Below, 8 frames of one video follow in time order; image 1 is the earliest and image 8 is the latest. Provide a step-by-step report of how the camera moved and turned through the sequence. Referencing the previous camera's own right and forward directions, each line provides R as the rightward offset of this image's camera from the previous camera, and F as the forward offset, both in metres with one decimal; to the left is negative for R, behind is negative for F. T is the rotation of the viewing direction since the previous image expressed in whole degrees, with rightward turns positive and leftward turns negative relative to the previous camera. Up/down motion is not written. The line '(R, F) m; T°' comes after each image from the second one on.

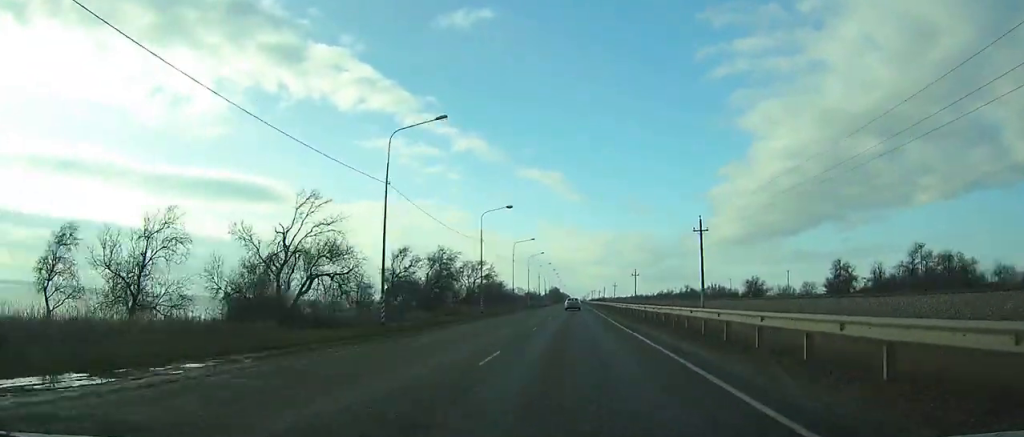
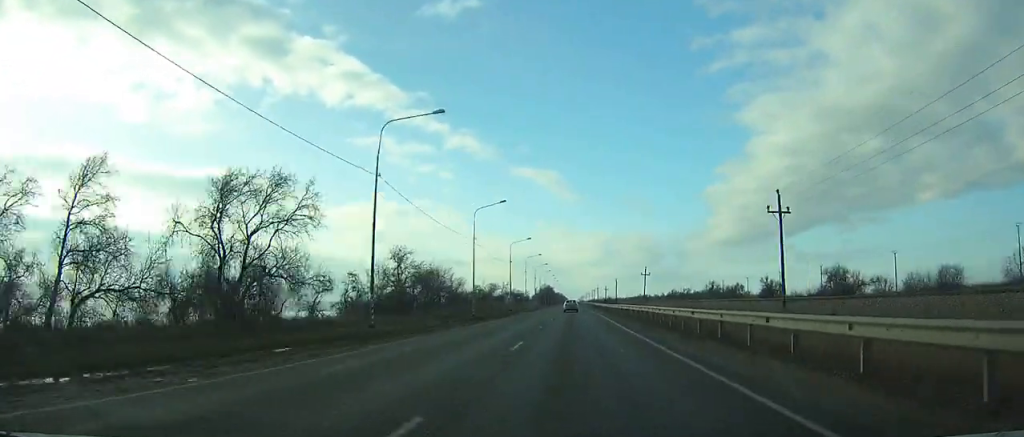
(-3.4, +69.7) m; -1°
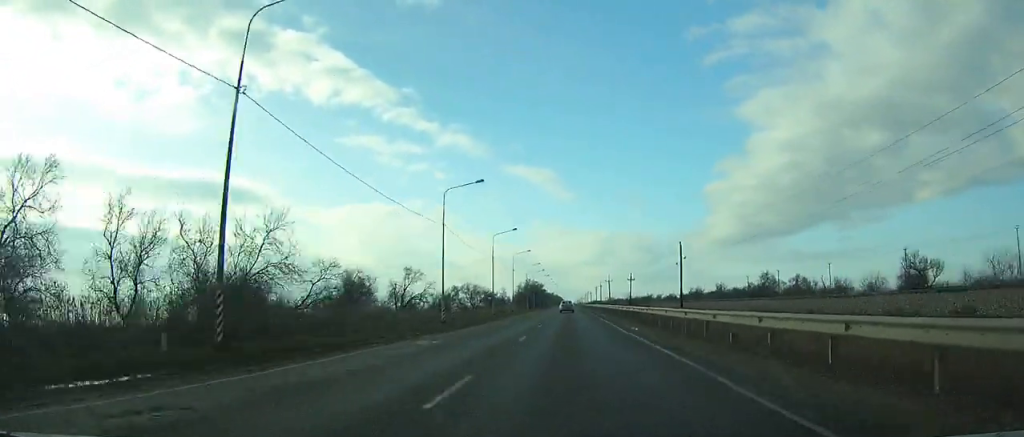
(+2.6, +82.3) m; +1°
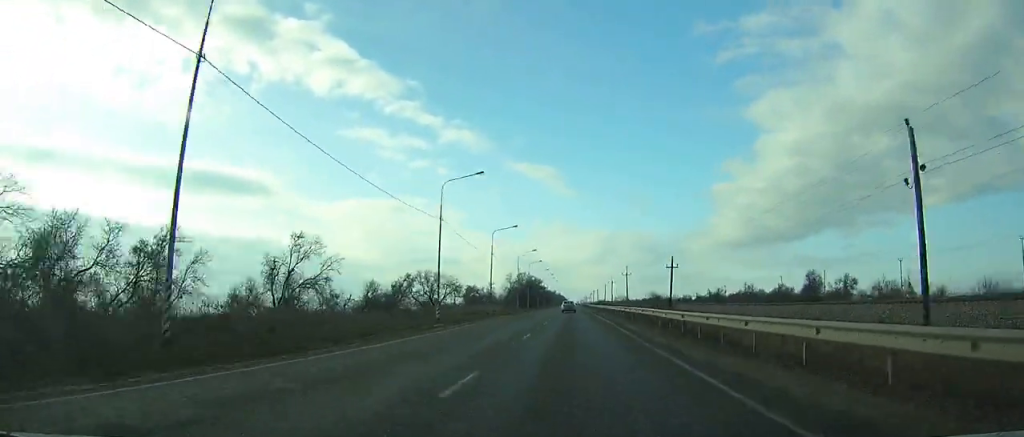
(0.0, +35.5) m; -2°
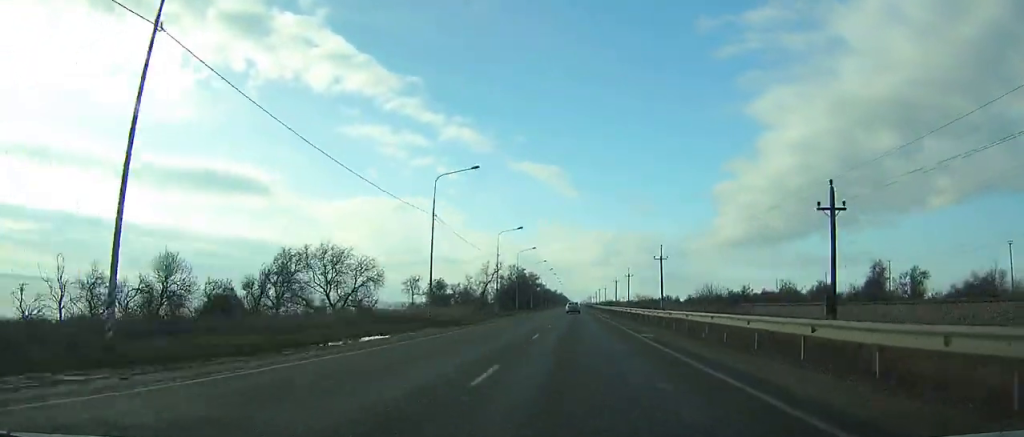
(+0.1, +35.5) m; -1°
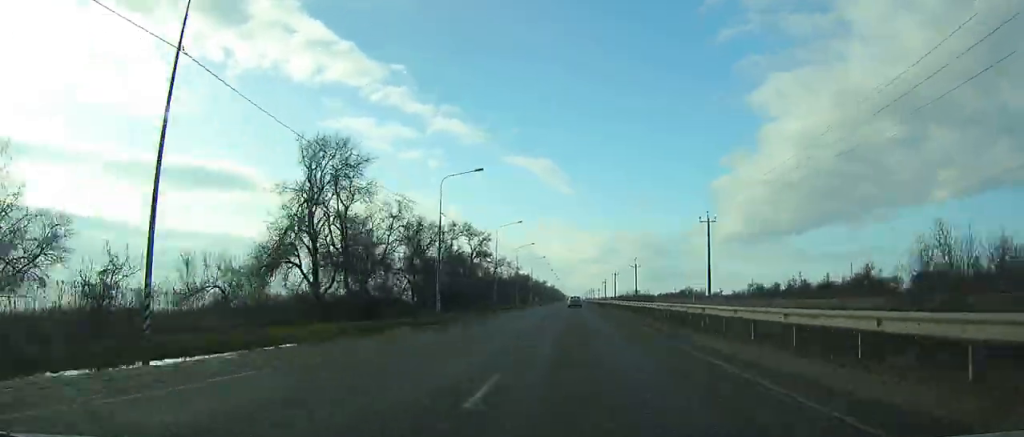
(+1.1, +98.0) m; +4°
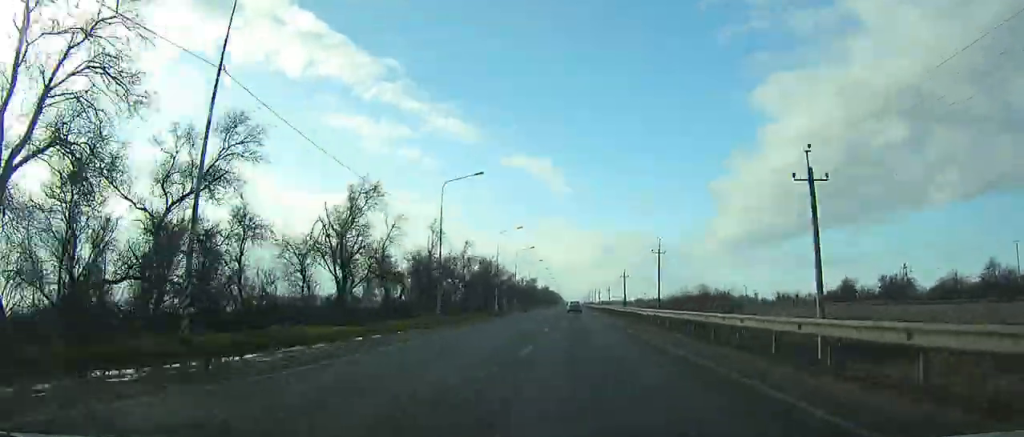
(+2.0, +65.7) m; 0°
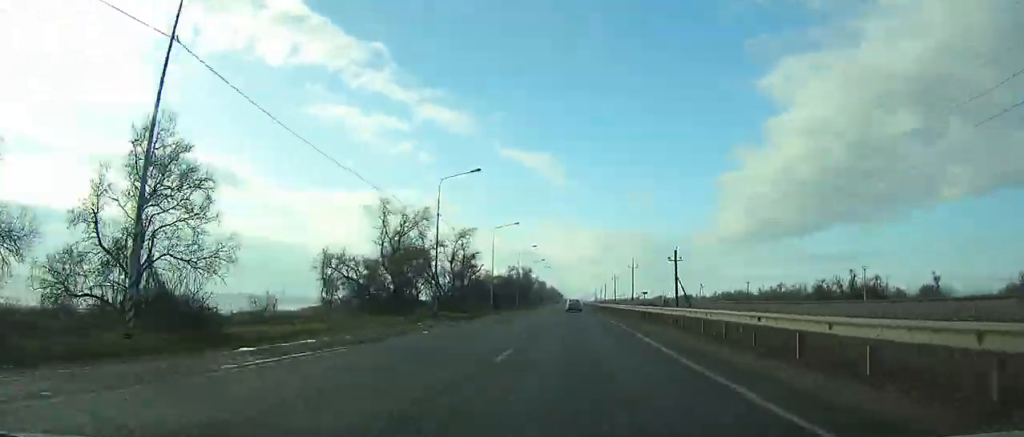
(-4.3, +134.6) m; -3°
